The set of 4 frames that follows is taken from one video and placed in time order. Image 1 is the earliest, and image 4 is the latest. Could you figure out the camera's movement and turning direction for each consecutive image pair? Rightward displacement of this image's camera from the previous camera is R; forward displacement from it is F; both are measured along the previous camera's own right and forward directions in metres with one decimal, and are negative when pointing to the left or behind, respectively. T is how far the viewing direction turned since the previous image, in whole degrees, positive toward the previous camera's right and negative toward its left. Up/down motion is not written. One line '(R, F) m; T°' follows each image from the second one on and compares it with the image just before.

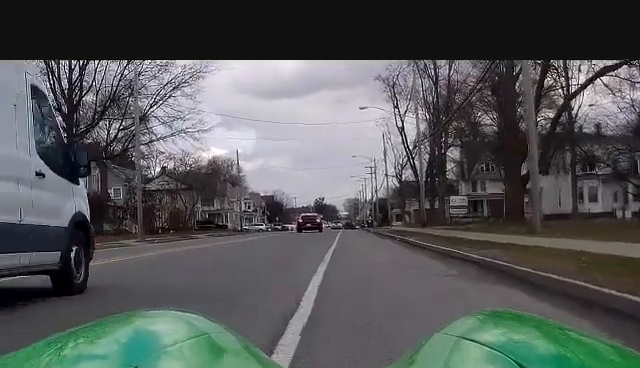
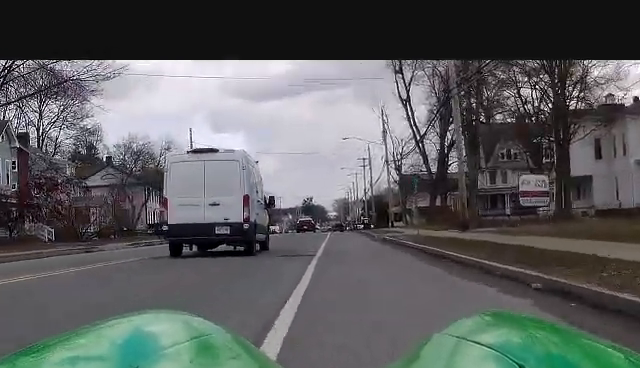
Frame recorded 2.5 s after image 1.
(0.0, +24.6) m; 0°
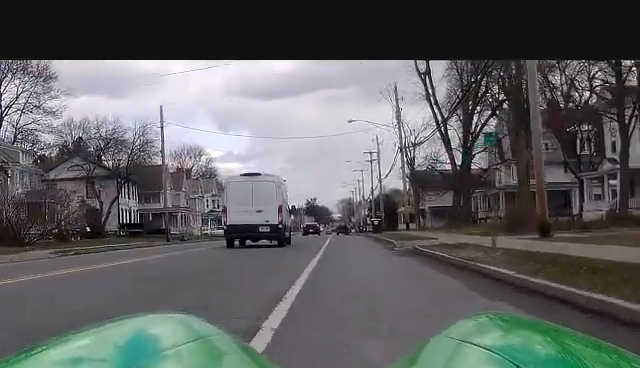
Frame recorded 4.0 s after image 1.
(0.0, +14.3) m; 0°
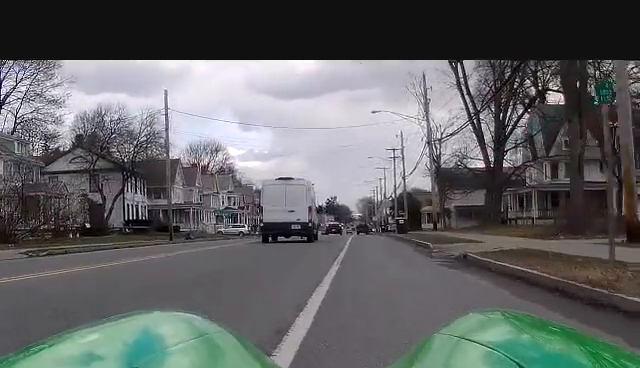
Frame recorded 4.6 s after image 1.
(0.0, +5.8) m; 0°
